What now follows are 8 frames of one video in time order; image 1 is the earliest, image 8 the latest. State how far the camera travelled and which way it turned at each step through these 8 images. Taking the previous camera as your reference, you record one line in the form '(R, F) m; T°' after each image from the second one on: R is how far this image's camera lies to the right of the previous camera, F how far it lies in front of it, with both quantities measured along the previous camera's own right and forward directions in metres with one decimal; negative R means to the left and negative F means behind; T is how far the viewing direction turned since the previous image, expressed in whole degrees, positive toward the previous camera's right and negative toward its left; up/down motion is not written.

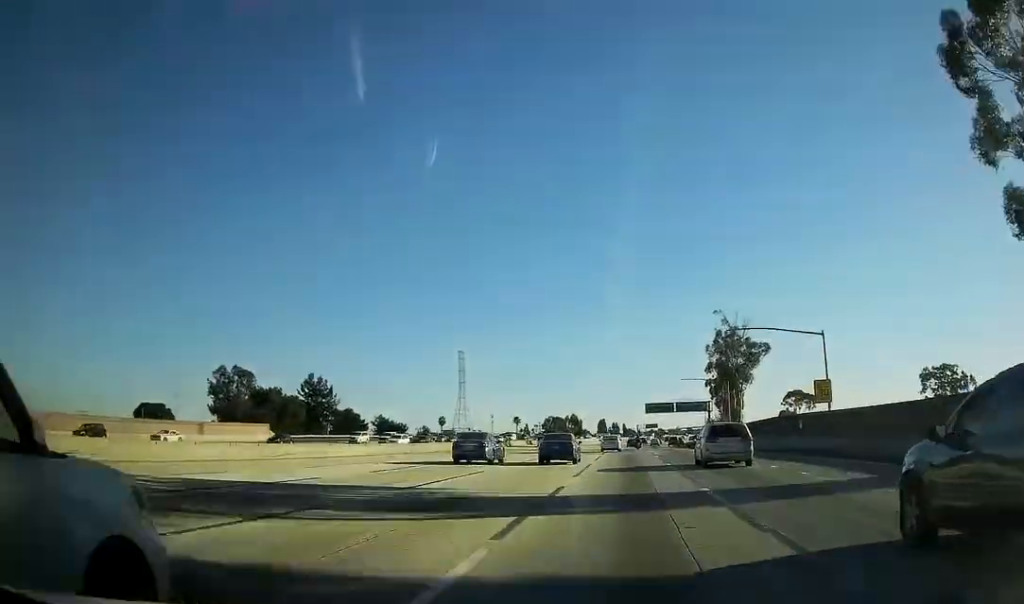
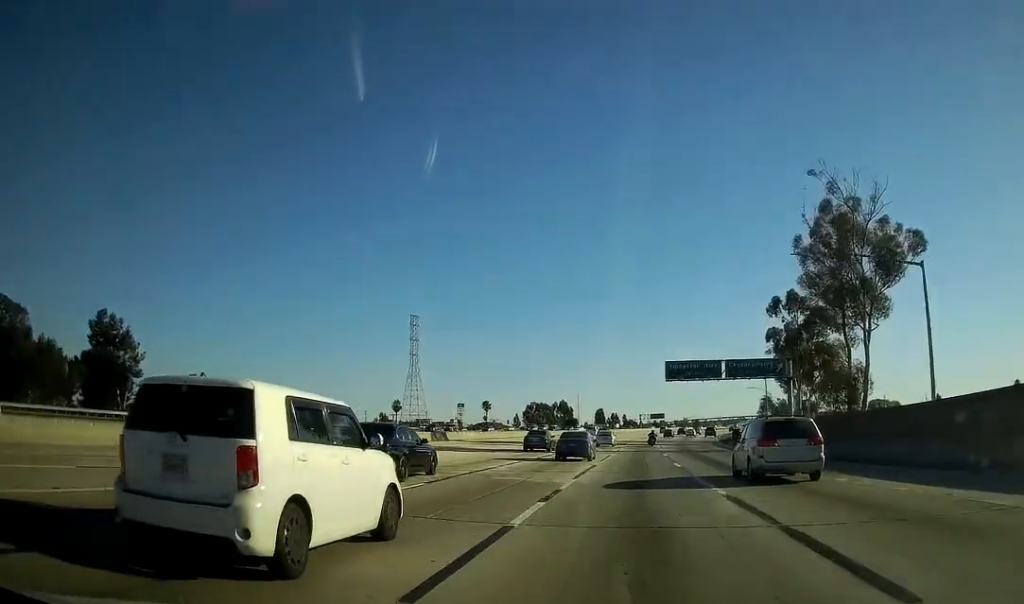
(-2.0, +67.1) m; 0°
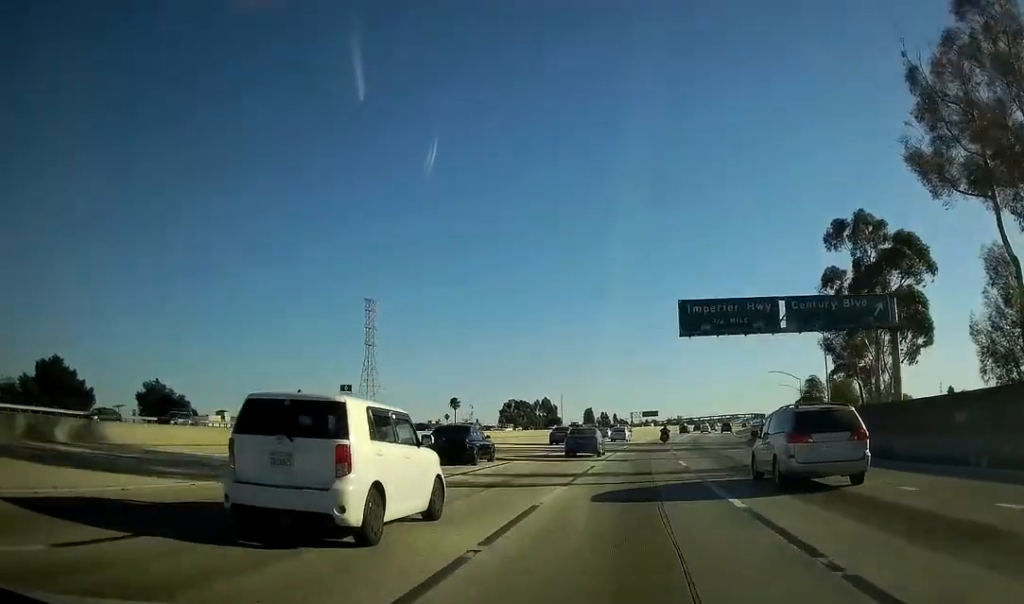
(+2.1, +34.5) m; +2°
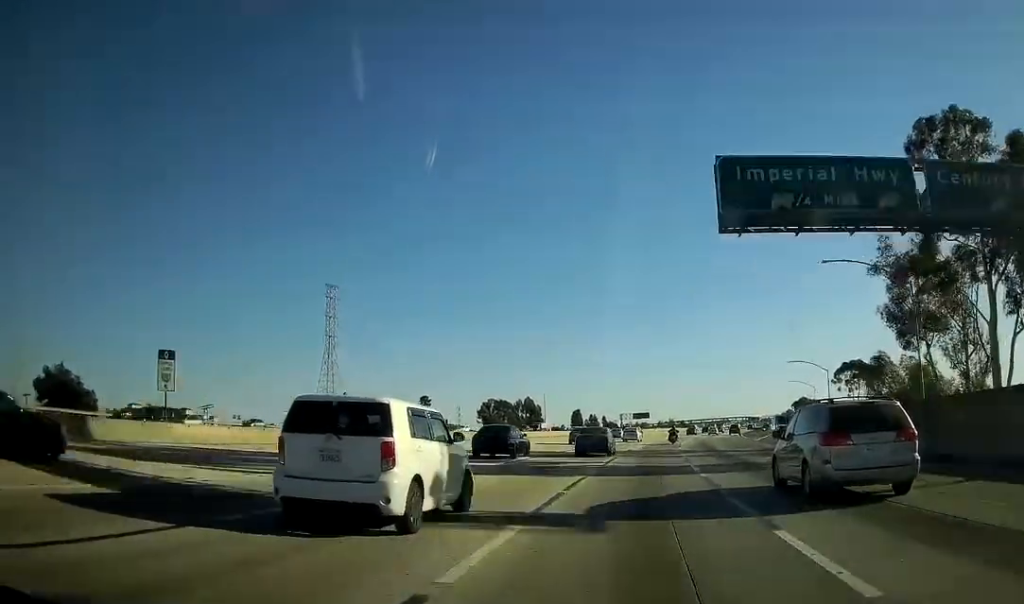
(-0.4, +22.1) m; -1°
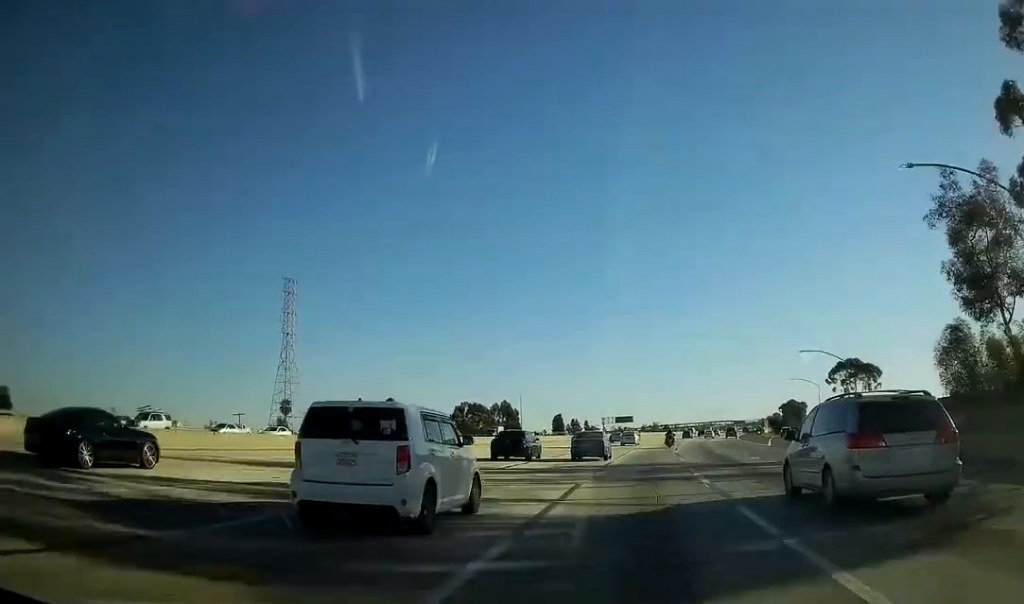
(-0.1, +15.9) m; +1°
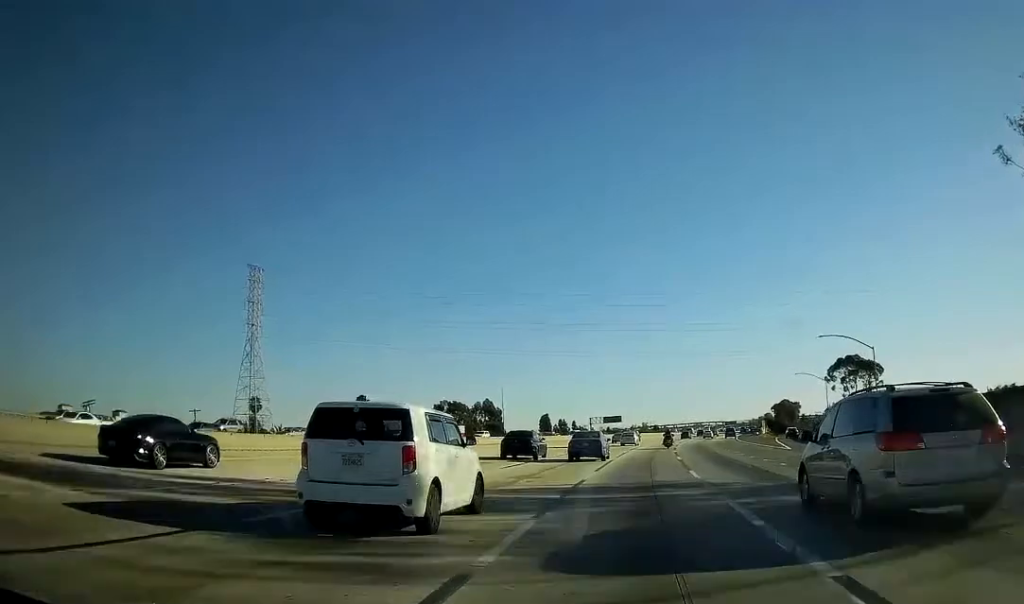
(-0.3, +12.2) m; +1°
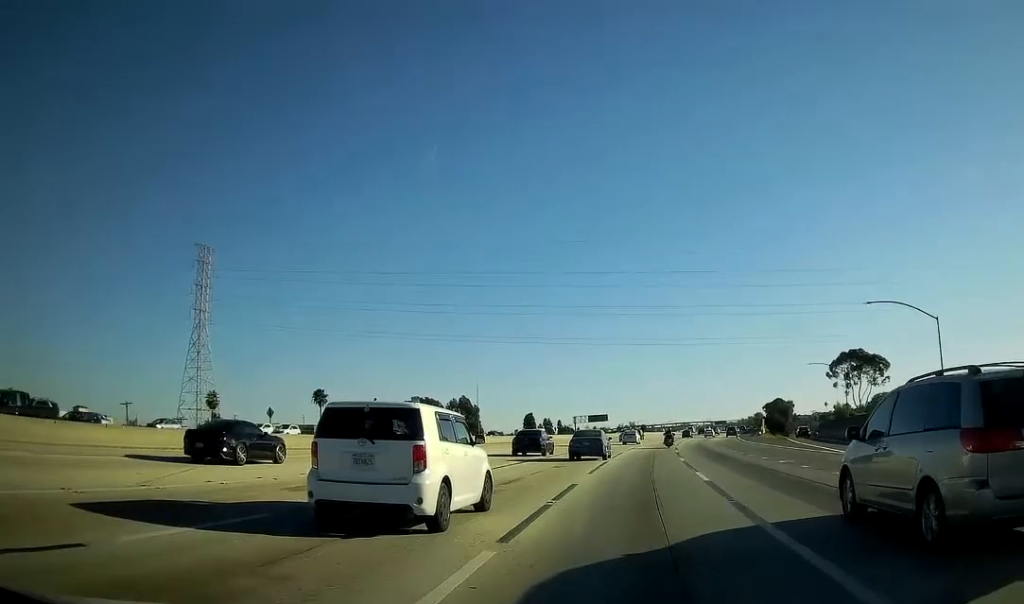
(+0.6, +17.5) m; +2°
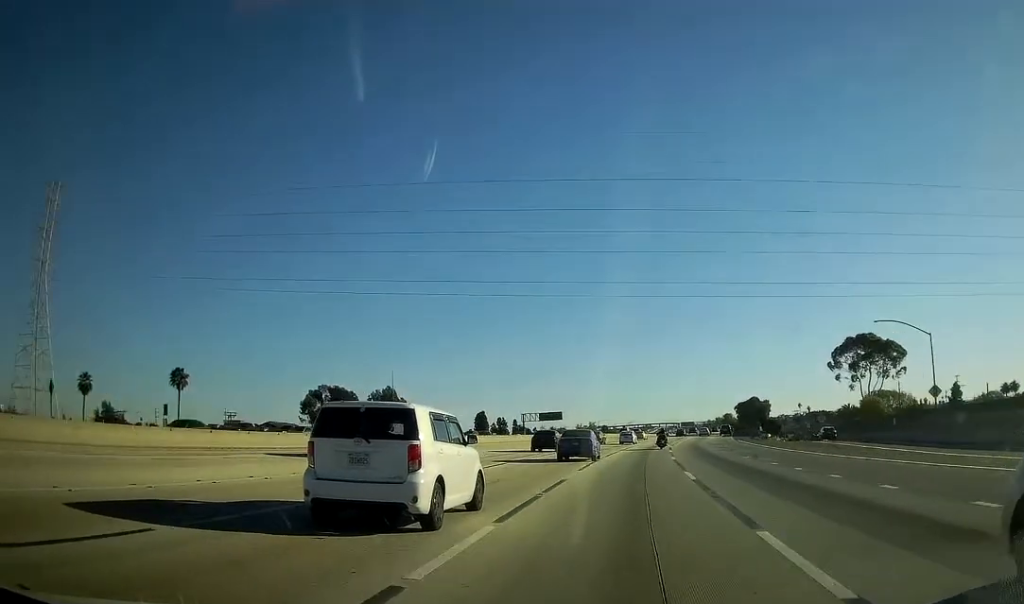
(+0.8, +42.2) m; +2°
